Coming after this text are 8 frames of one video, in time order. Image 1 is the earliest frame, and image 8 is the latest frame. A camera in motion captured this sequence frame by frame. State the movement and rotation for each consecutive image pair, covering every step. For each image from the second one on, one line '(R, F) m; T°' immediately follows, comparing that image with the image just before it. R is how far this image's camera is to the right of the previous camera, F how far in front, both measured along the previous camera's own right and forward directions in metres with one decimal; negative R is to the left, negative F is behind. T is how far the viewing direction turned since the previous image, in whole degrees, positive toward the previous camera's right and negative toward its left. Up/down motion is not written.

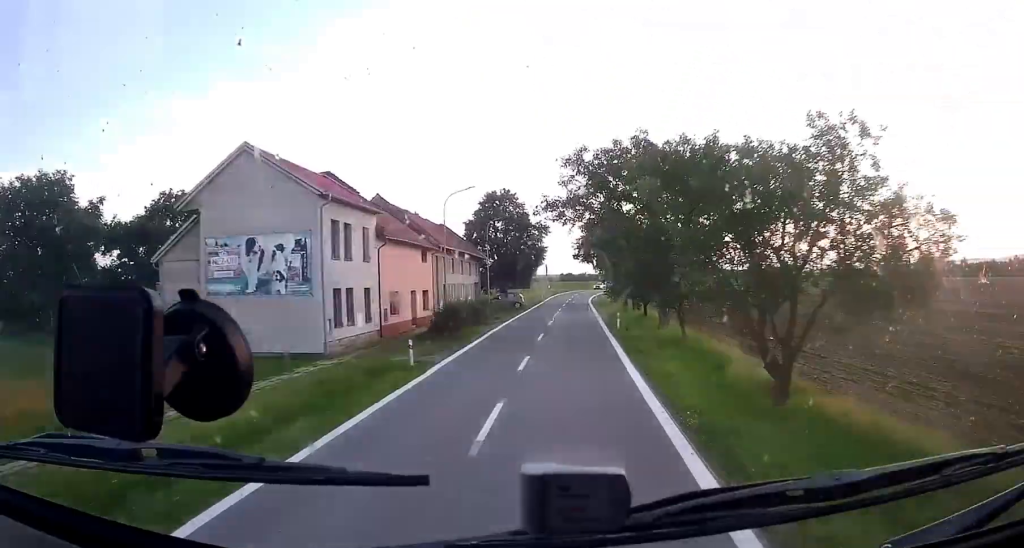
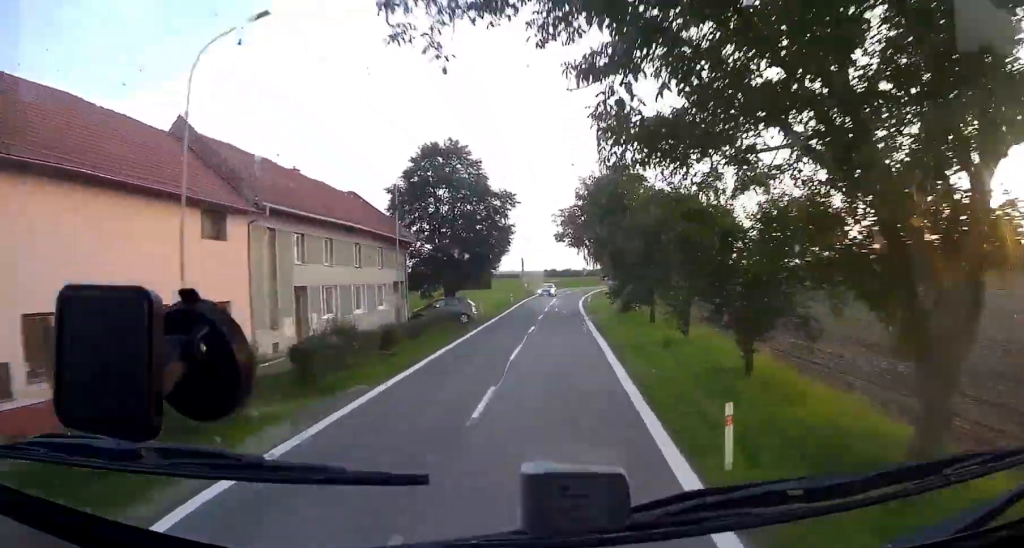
(+0.2, +24.6) m; +1°
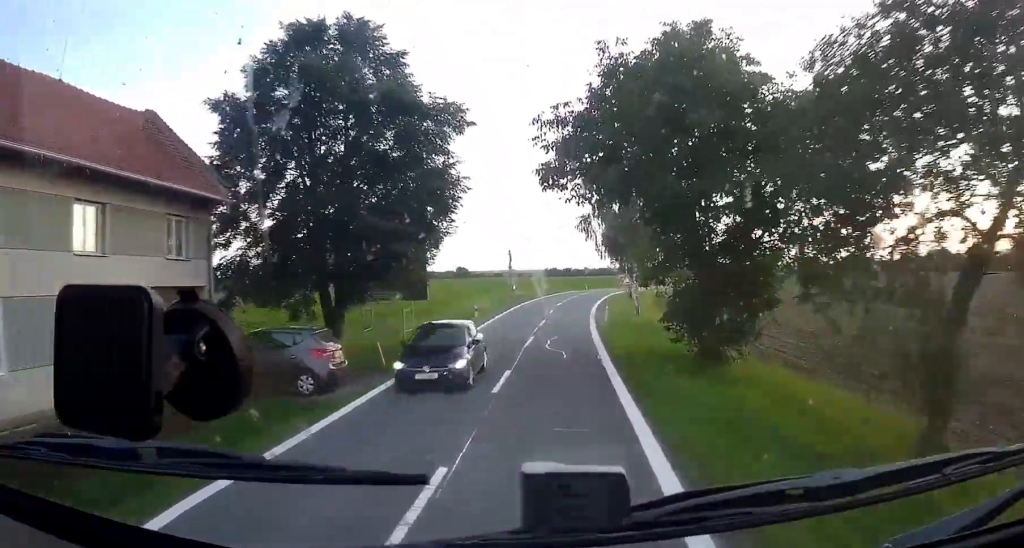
(-0.6, +23.9) m; -2°
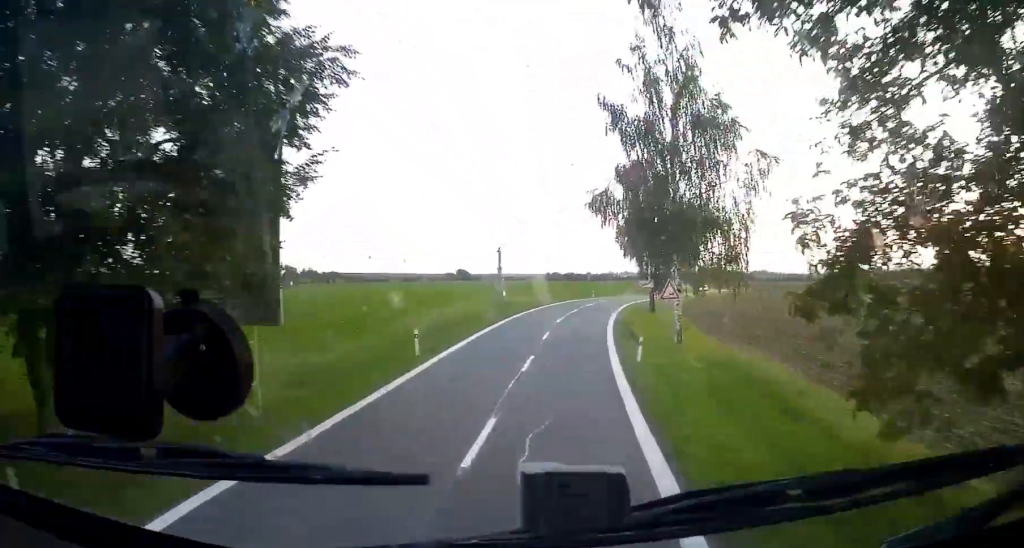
(0.0, +14.7) m; 0°
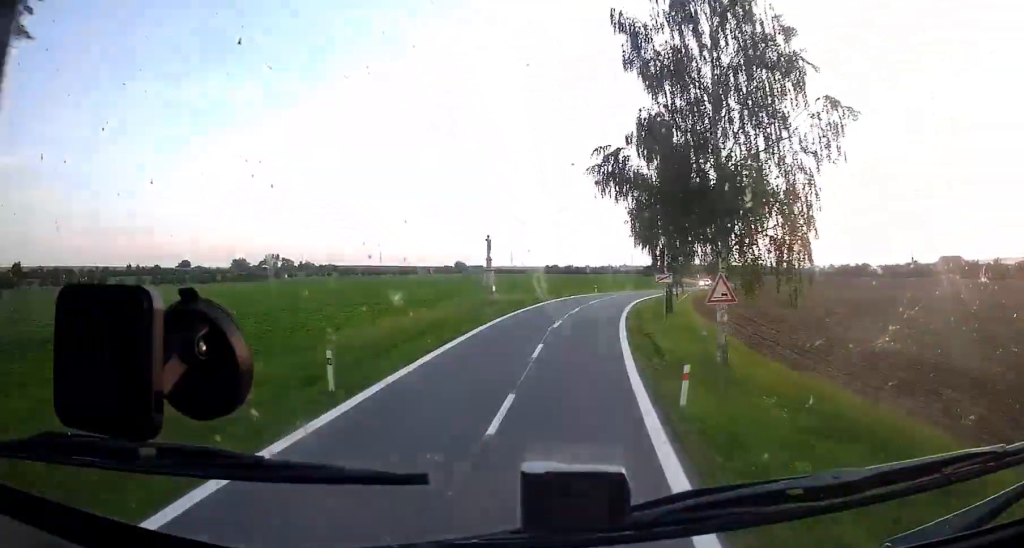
(+0.1, +7.9) m; 0°
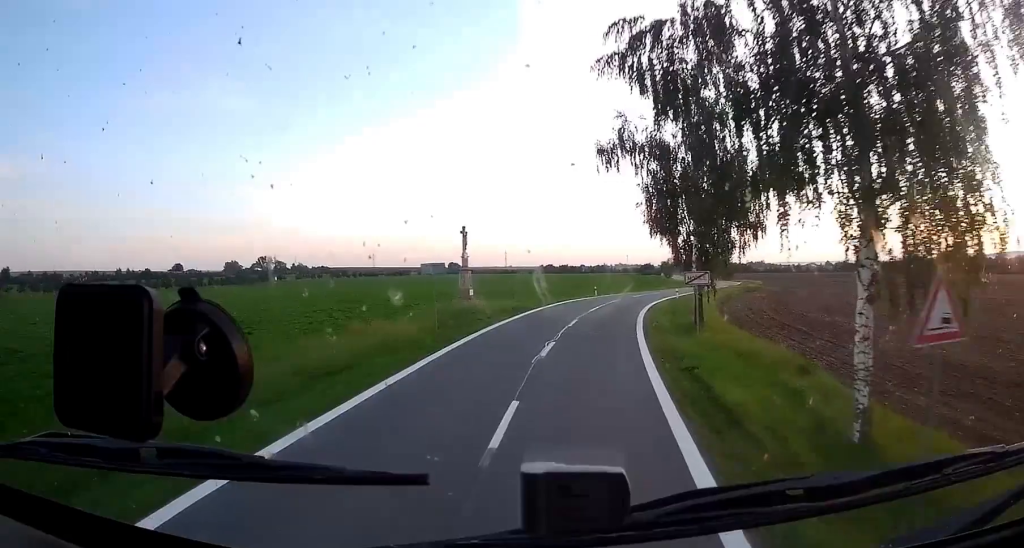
(-0.2, +9.7) m; +3°
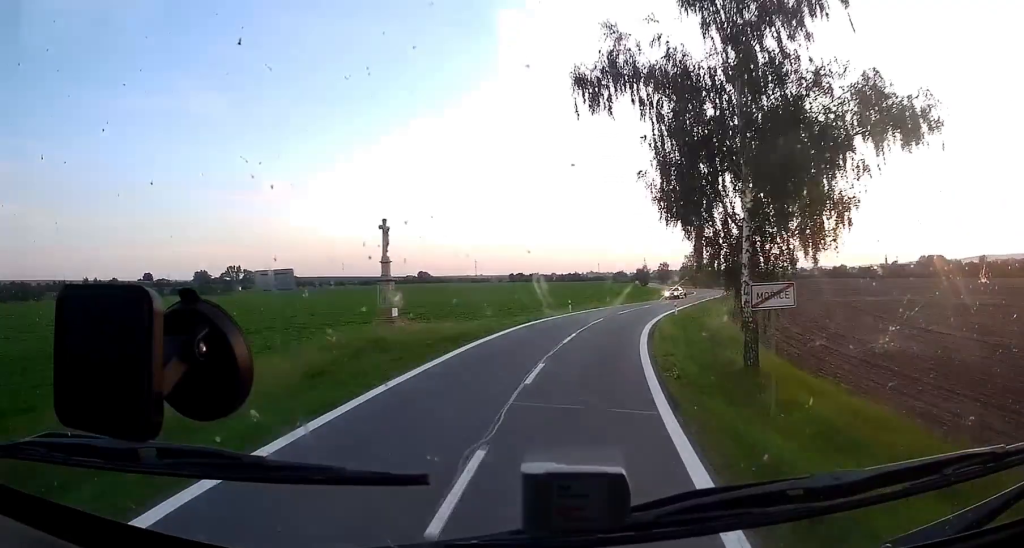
(+0.7, +12.1) m; +4°
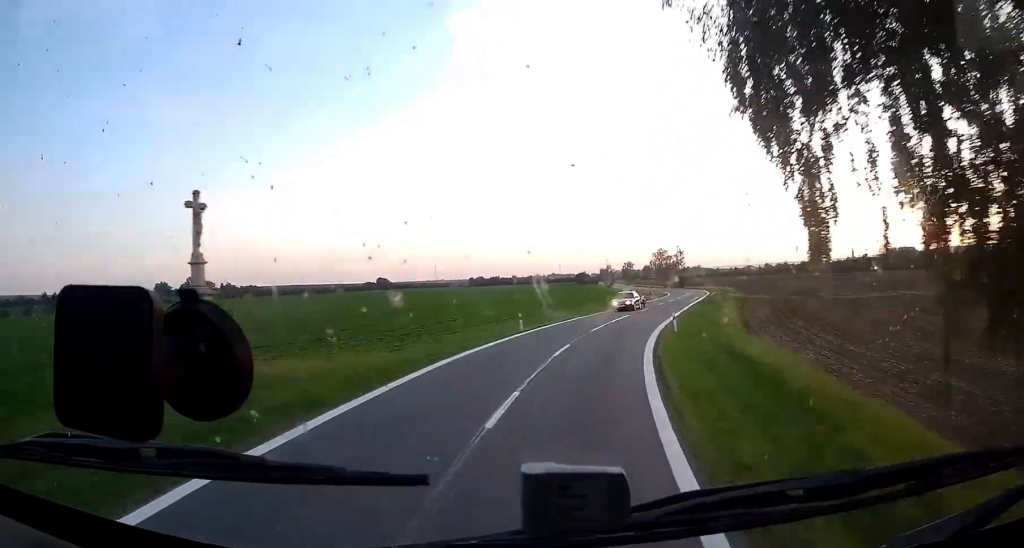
(+0.6, +12.9) m; +4°
